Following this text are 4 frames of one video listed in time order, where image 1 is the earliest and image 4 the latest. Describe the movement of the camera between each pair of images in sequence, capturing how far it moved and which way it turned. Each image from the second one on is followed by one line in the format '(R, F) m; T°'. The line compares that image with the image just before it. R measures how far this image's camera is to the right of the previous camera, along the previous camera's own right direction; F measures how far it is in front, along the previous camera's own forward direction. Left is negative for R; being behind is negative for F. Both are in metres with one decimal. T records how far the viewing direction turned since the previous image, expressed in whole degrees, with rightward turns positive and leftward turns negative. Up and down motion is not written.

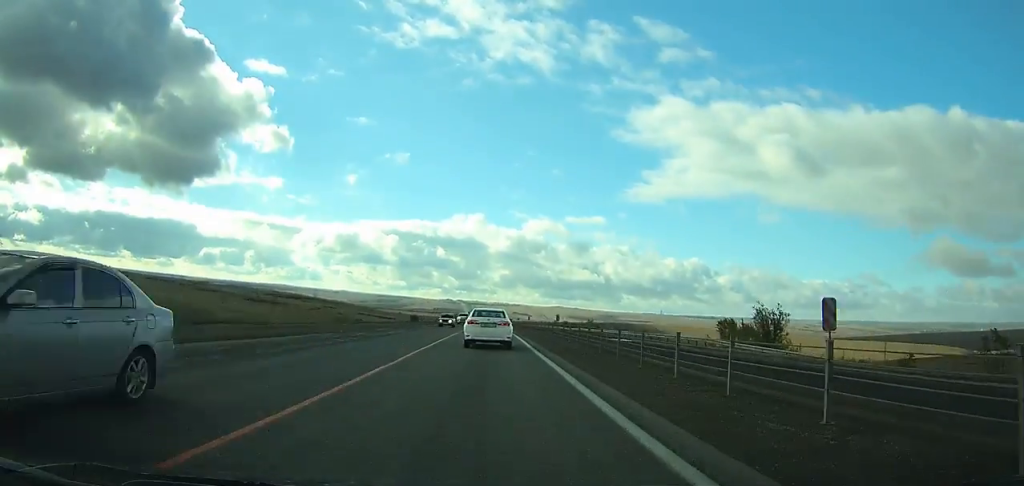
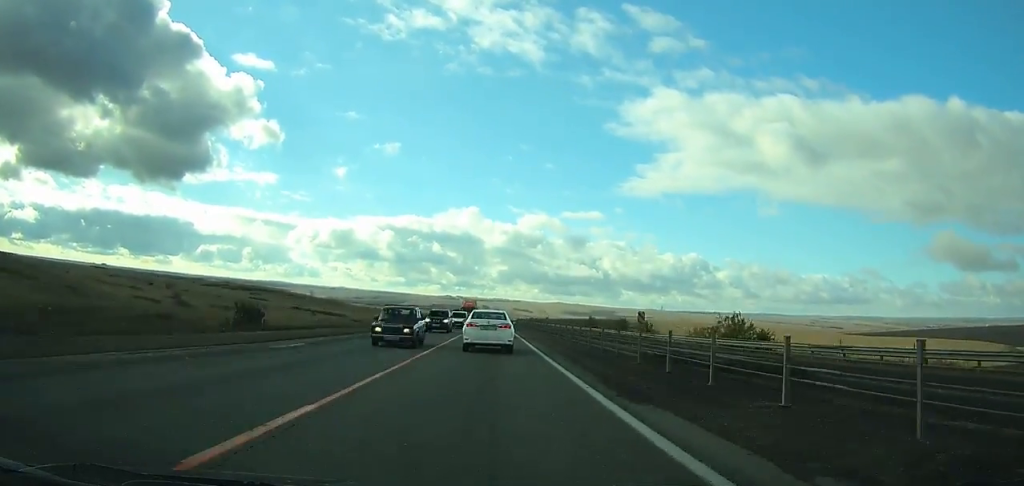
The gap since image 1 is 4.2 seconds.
(-0.1, +81.0) m; 0°
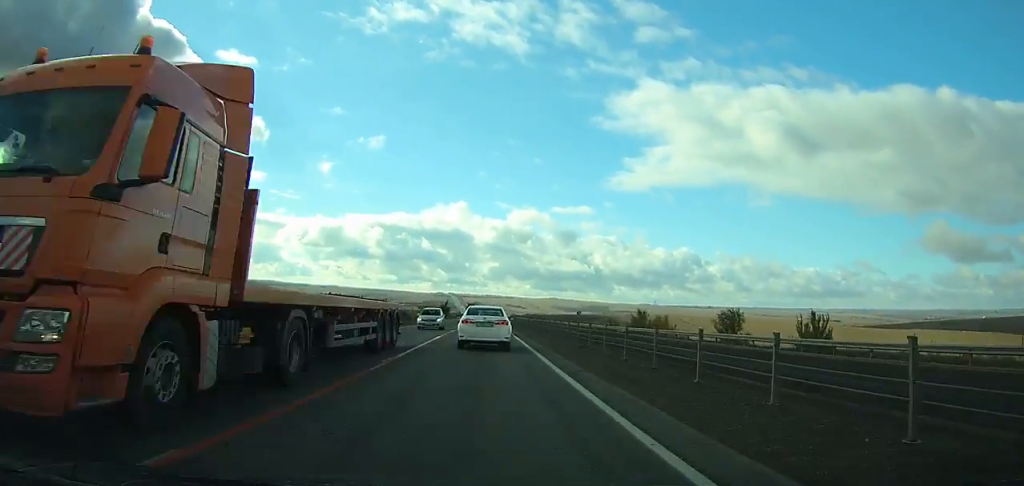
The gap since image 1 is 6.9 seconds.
(+0.2, +50.9) m; 0°
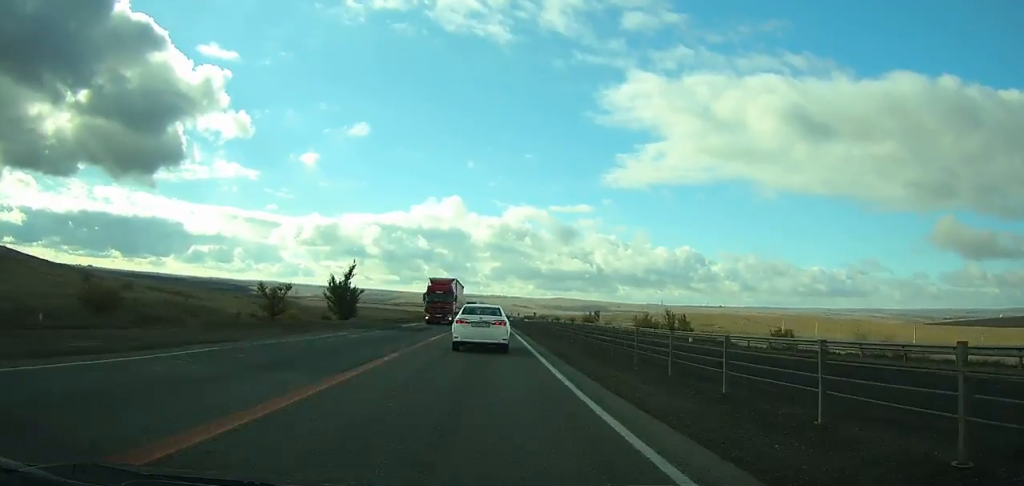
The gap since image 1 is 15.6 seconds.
(-0.5, +158.4) m; 0°
